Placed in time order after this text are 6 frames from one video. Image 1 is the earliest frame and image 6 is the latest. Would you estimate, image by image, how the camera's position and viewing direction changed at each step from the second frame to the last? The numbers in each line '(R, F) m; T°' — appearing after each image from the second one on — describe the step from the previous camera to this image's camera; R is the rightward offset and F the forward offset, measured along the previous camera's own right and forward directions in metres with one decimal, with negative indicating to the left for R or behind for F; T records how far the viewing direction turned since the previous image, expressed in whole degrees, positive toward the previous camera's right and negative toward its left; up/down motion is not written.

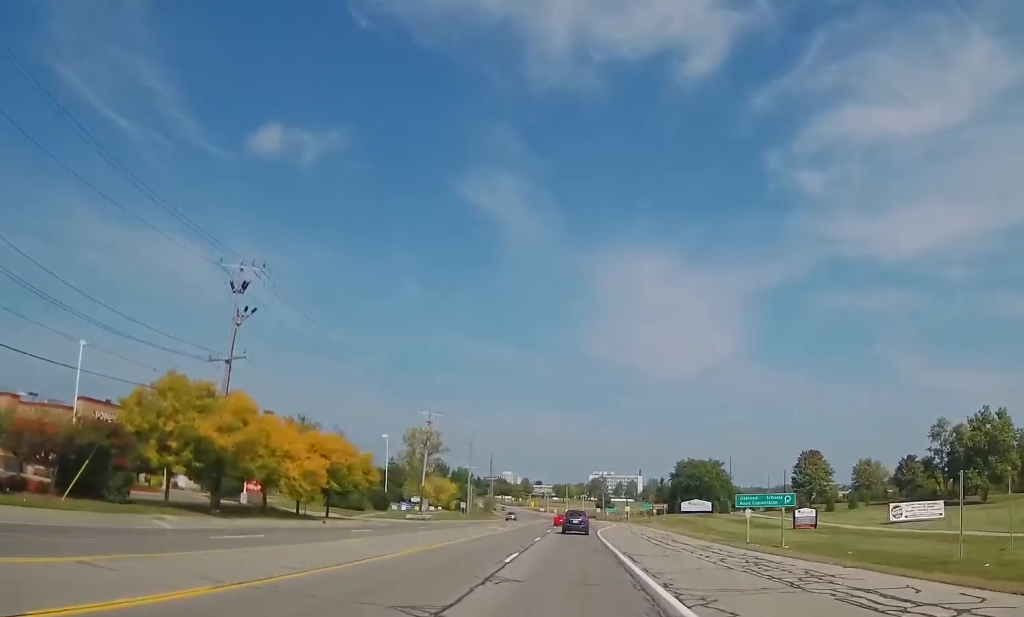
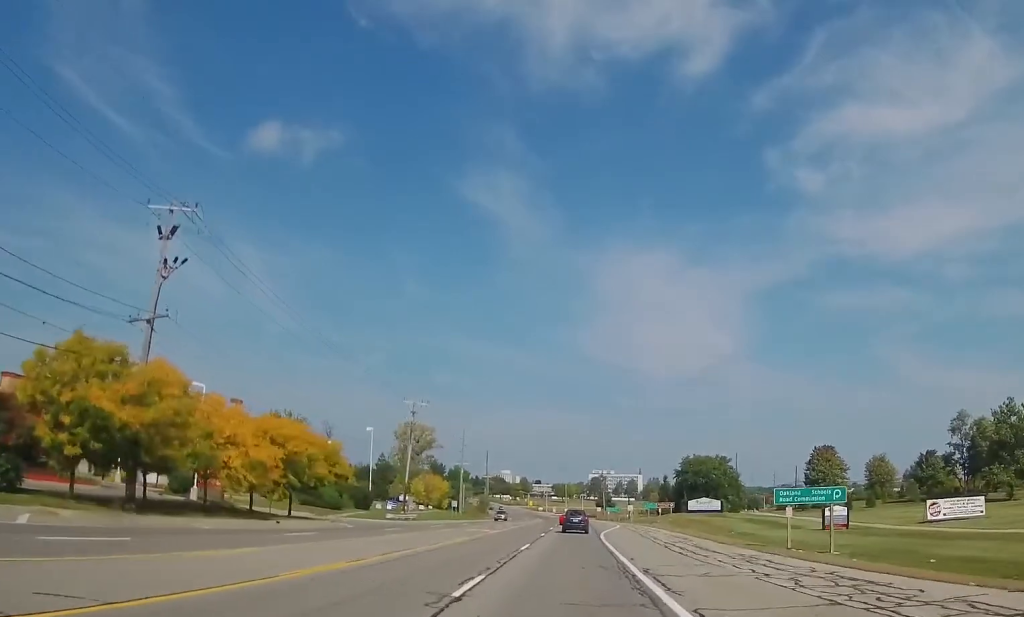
(+0.1, +8.7) m; +1°
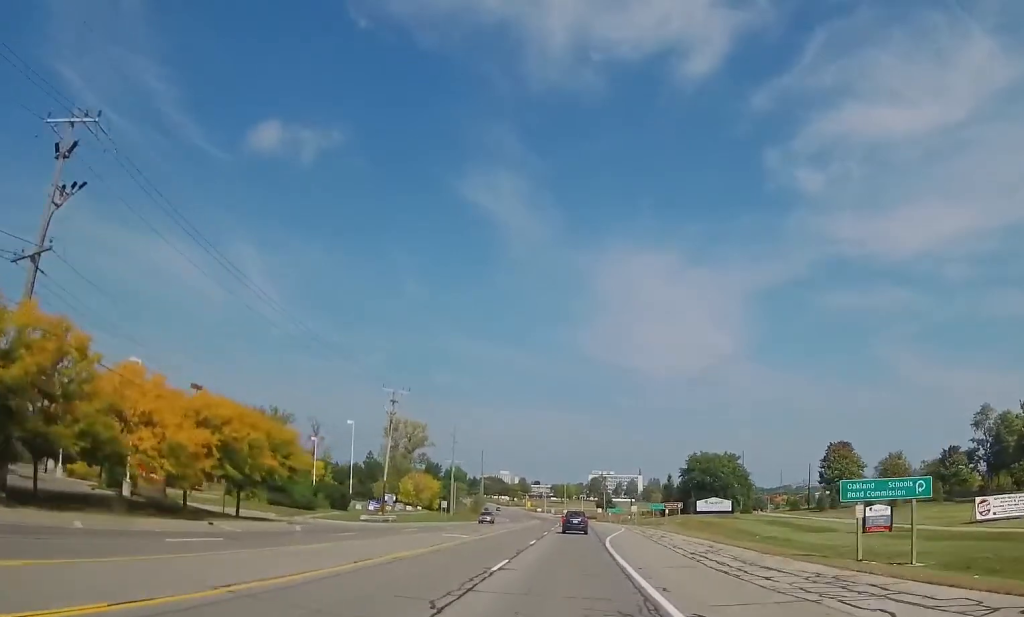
(0.0, +9.3) m; 0°
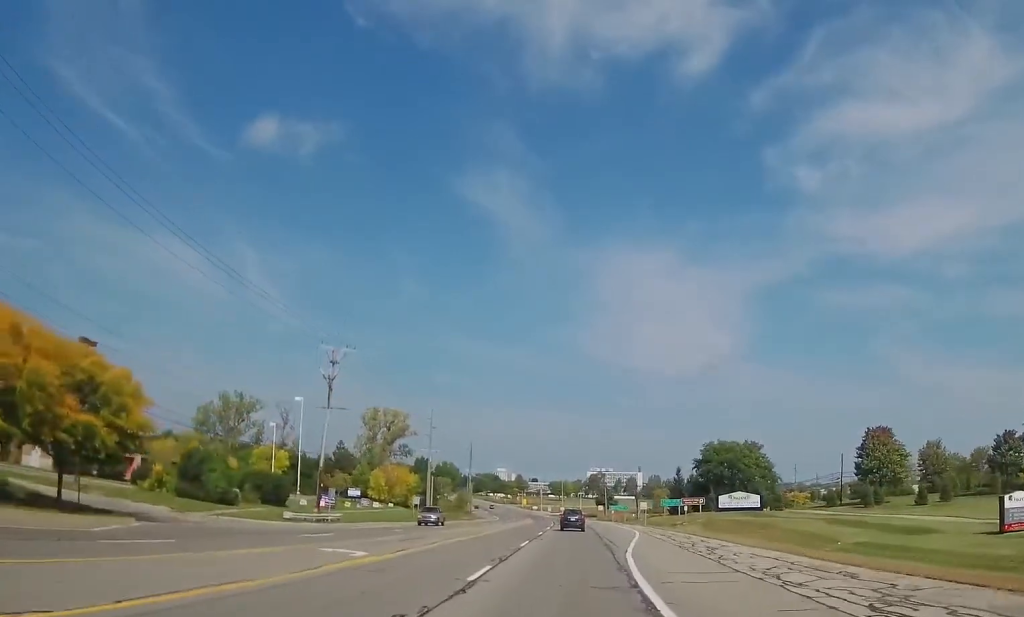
(0.0, +18.8) m; 0°
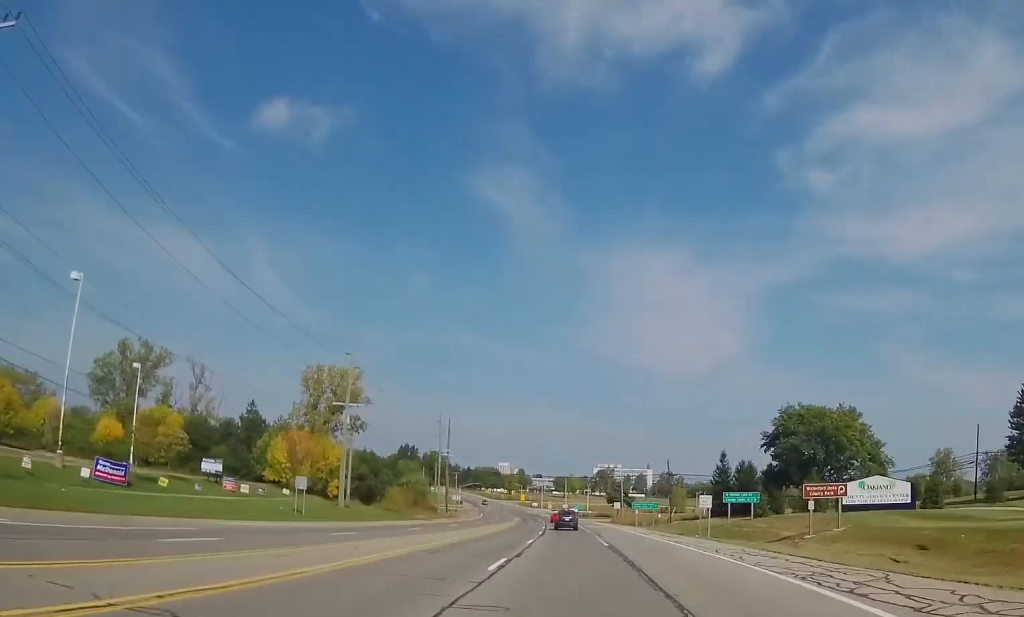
(+0.7, +42.6) m; +2°
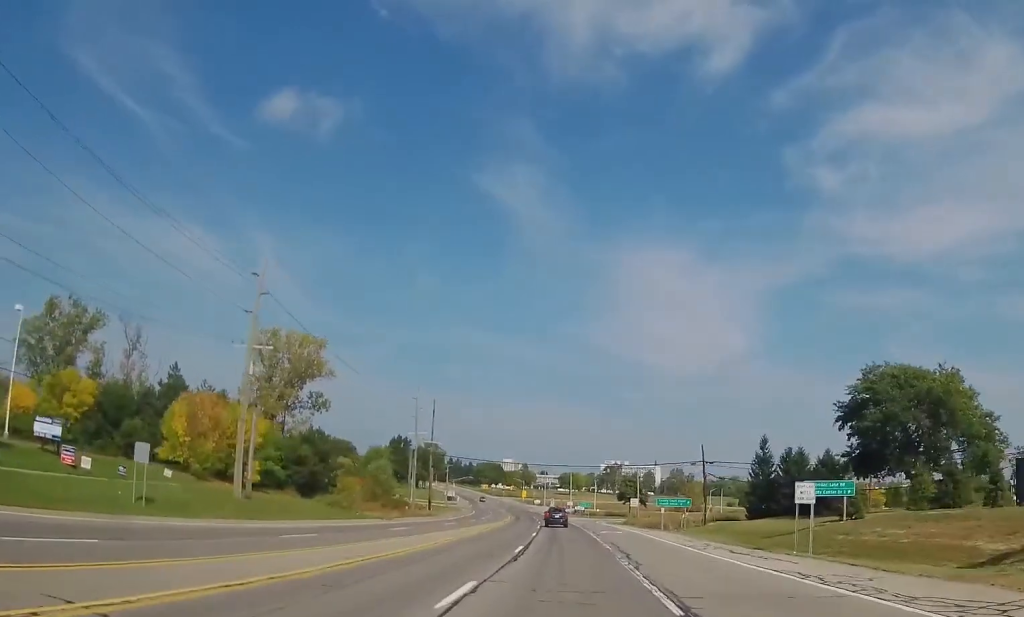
(+0.1, +22.7) m; -1°
